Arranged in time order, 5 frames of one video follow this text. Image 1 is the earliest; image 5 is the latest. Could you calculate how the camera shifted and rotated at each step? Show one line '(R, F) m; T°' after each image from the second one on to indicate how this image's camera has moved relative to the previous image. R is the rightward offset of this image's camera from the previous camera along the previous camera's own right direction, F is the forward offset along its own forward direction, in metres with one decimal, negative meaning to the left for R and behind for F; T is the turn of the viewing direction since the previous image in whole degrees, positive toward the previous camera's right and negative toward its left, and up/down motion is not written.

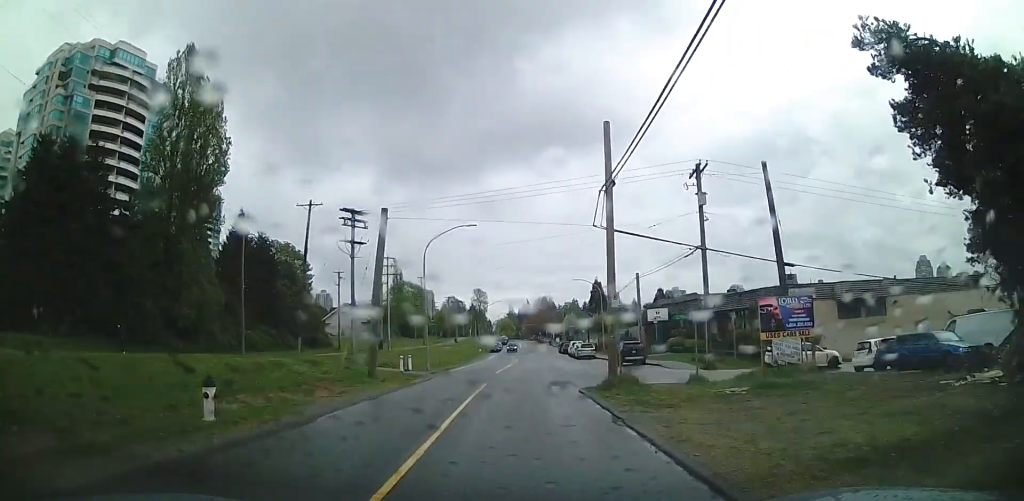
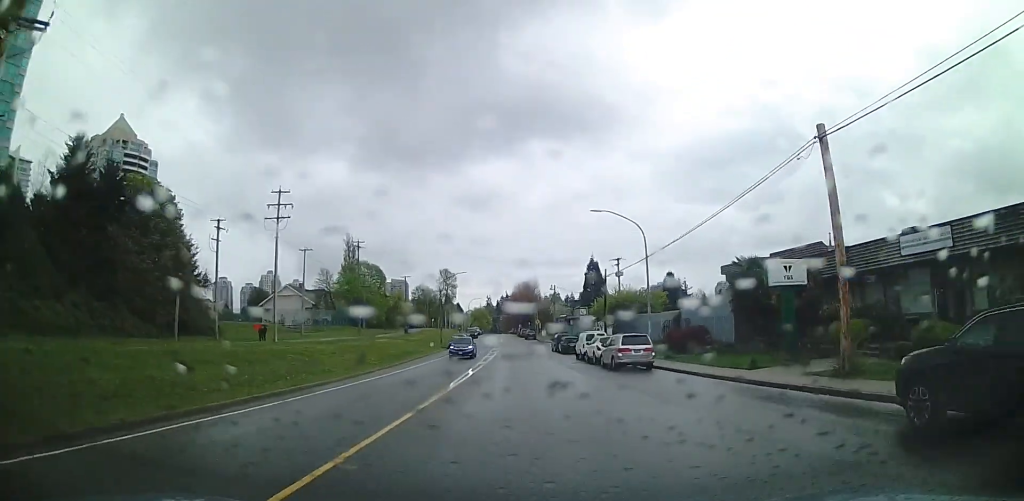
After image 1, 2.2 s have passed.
(+0.1, +35.4) m; +2°
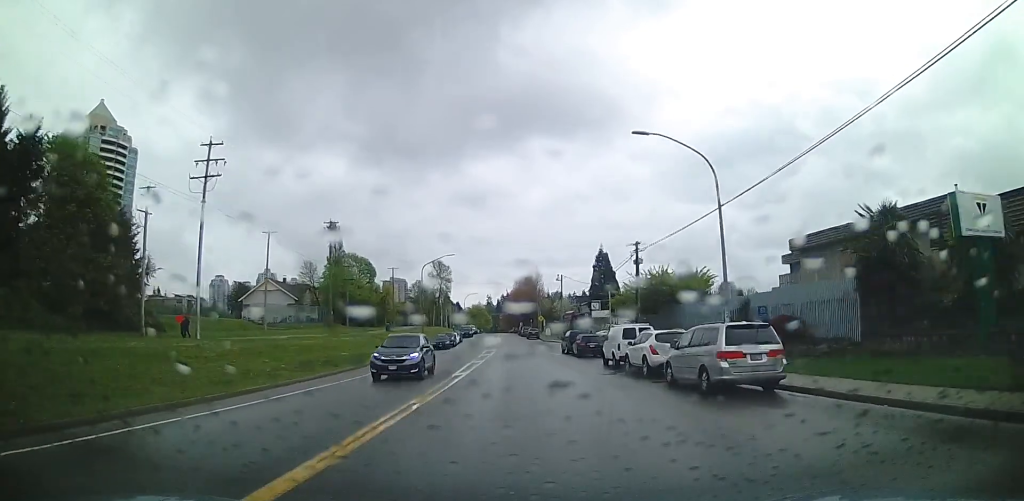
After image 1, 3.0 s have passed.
(+0.4, +13.8) m; 0°
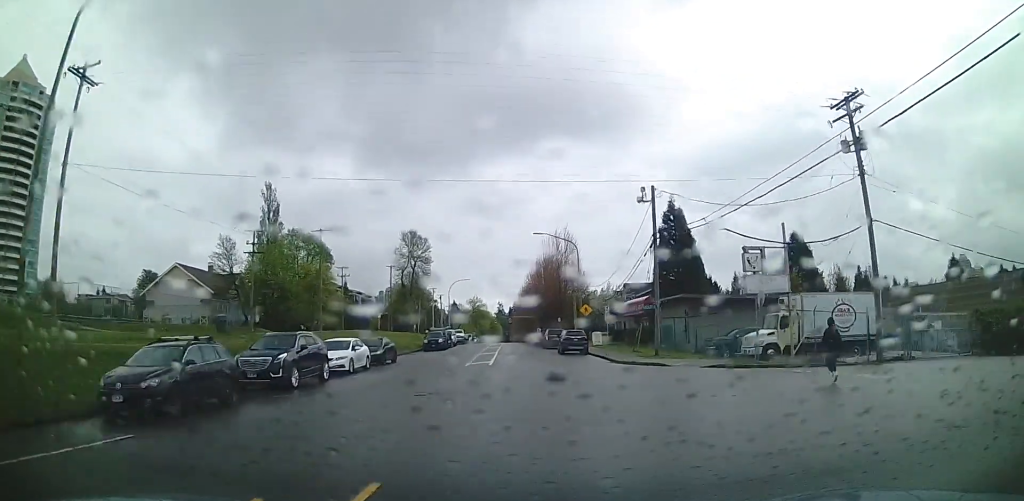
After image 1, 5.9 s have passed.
(+0.5, +49.8) m; +2°
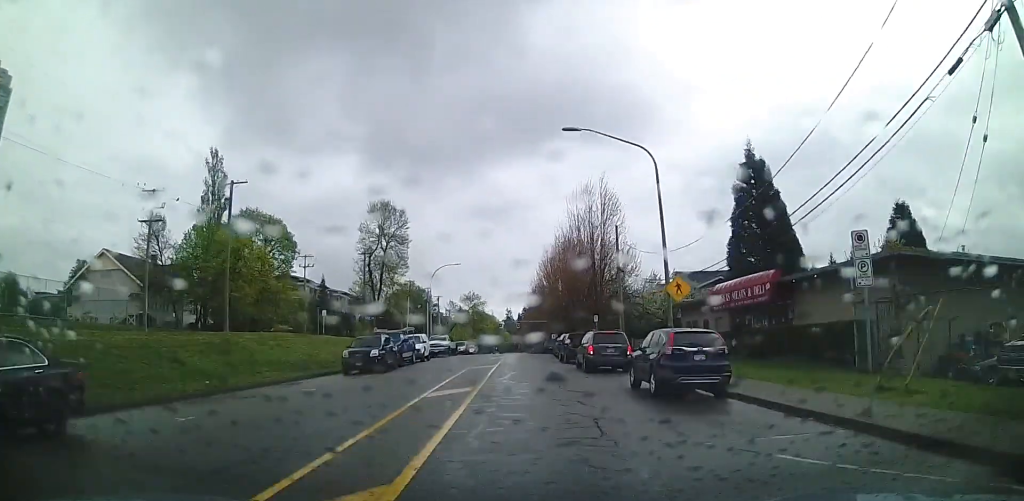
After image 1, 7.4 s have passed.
(+0.5, +25.1) m; +2°
